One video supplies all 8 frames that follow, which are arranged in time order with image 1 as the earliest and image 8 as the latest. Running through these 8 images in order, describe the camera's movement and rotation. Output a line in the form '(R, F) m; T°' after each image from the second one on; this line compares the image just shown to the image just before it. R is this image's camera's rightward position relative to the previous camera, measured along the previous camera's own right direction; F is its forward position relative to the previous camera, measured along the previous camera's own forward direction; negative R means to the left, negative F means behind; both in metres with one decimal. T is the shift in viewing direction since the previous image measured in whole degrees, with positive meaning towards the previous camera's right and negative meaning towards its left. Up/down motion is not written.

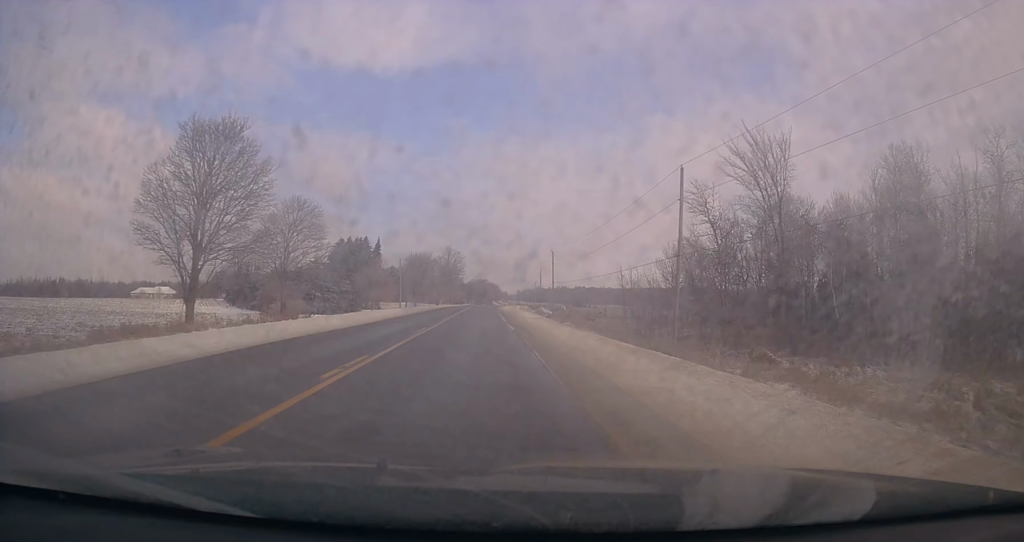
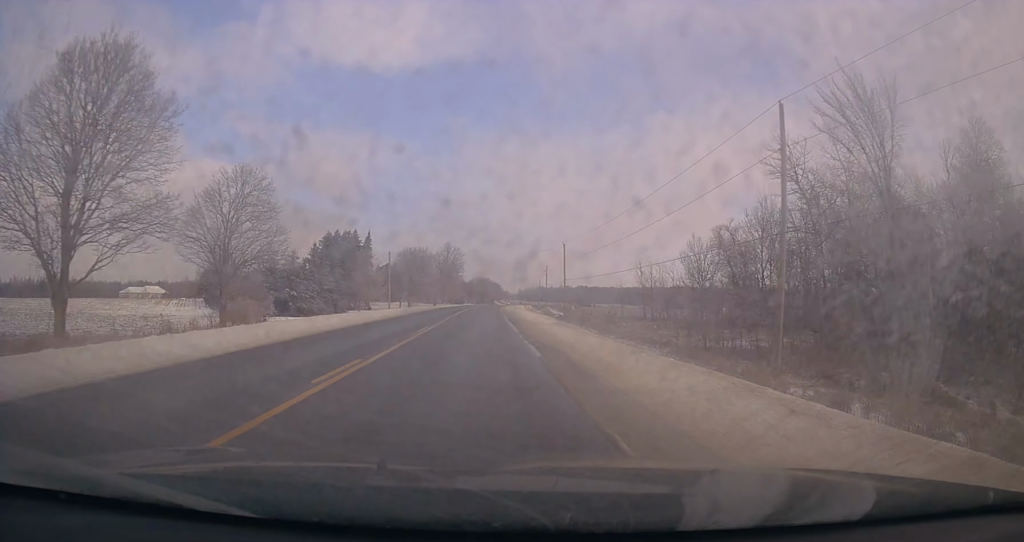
(0.0, +13.1) m; -1°
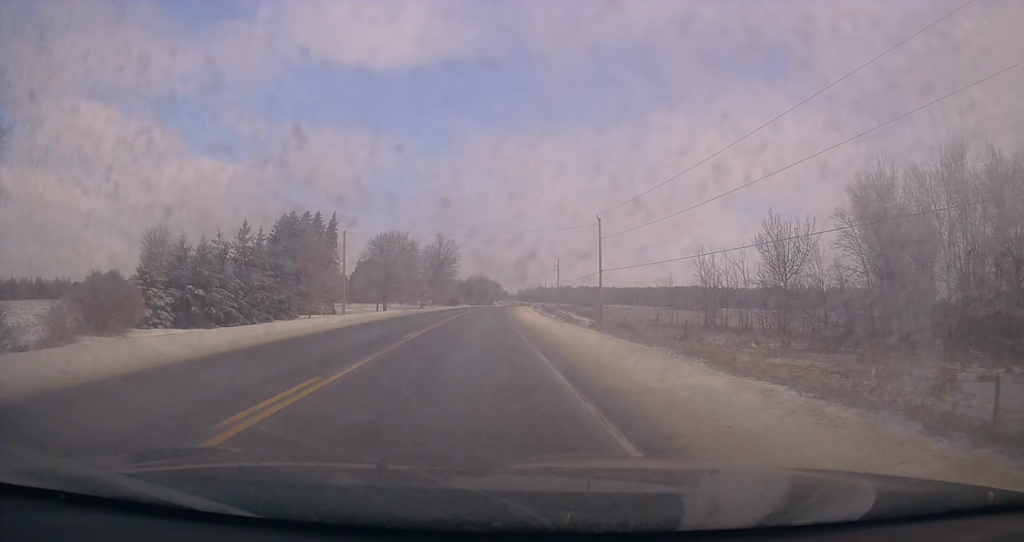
(-0.1, +26.8) m; +1°
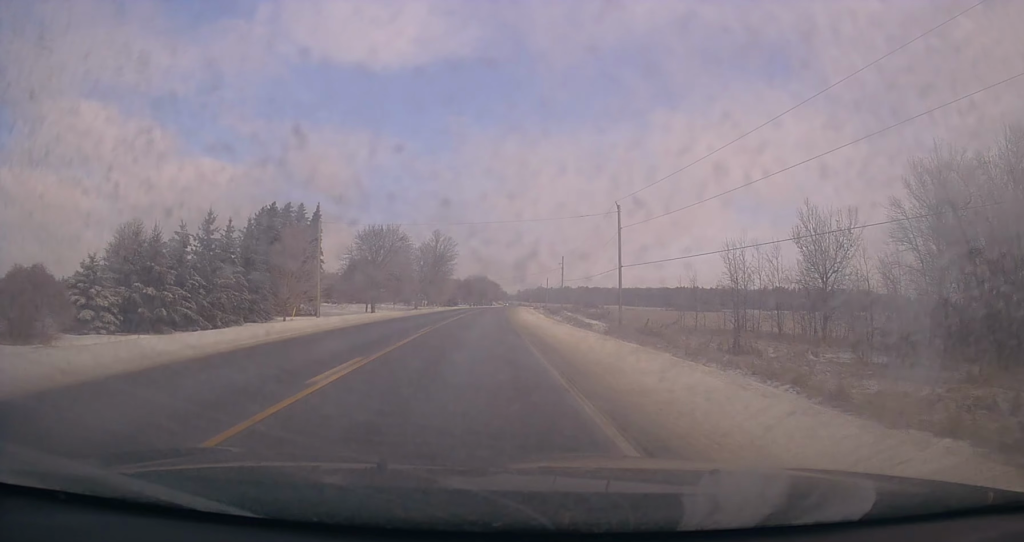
(+0.3, +9.2) m; 0°
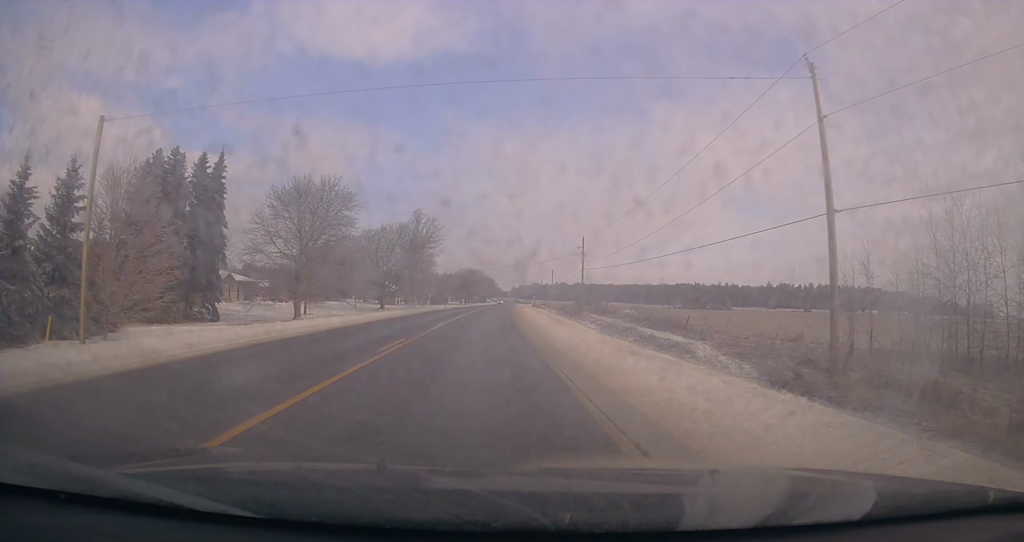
(-0.4, +31.4) m; 0°
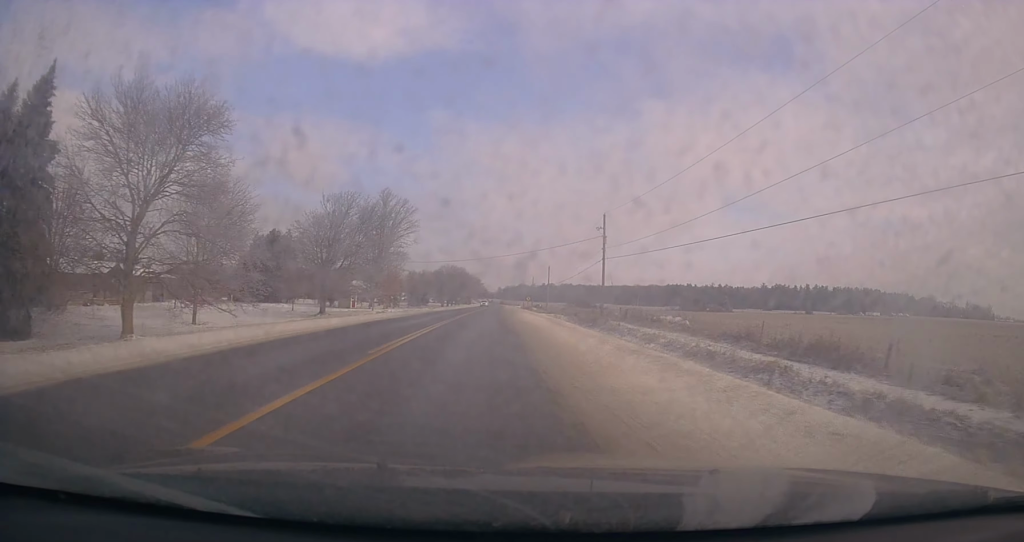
(+0.9, +24.4) m; +2°
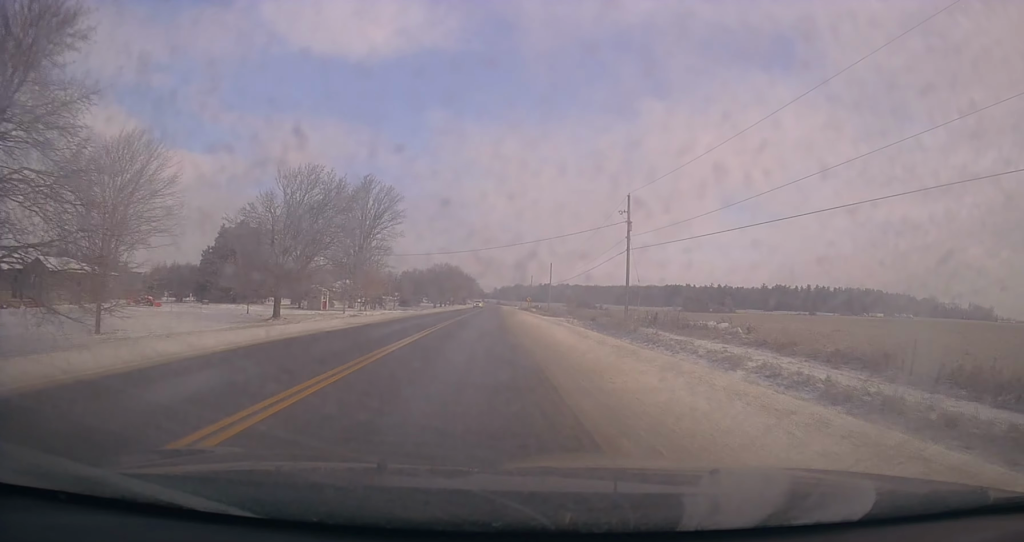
(0.0, +12.1) m; 0°
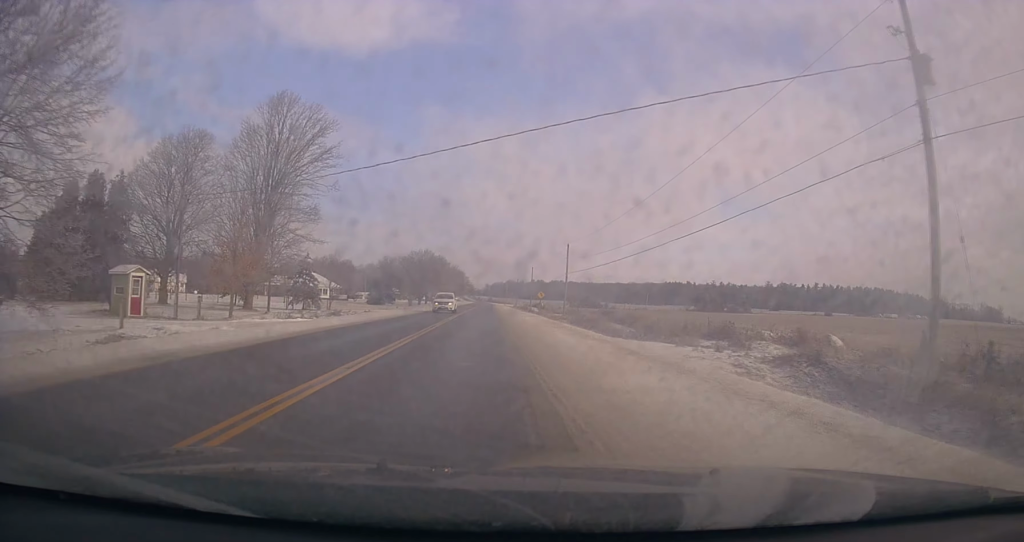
(-0.1, +36.8) m; 0°
